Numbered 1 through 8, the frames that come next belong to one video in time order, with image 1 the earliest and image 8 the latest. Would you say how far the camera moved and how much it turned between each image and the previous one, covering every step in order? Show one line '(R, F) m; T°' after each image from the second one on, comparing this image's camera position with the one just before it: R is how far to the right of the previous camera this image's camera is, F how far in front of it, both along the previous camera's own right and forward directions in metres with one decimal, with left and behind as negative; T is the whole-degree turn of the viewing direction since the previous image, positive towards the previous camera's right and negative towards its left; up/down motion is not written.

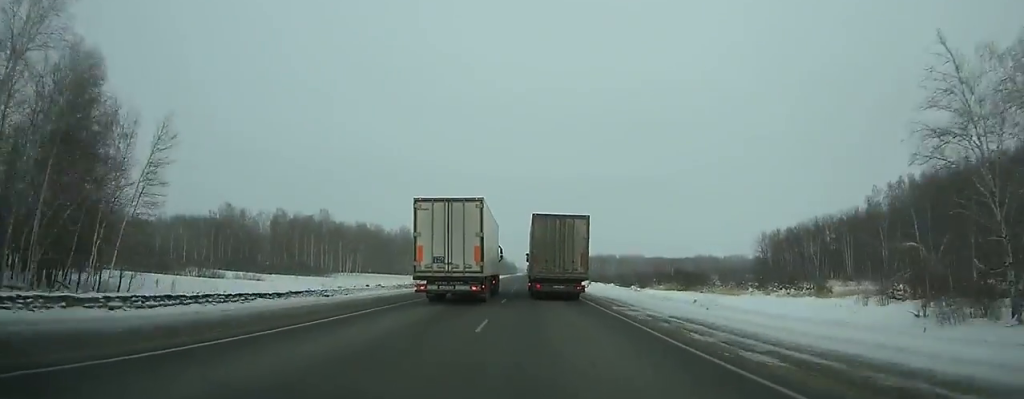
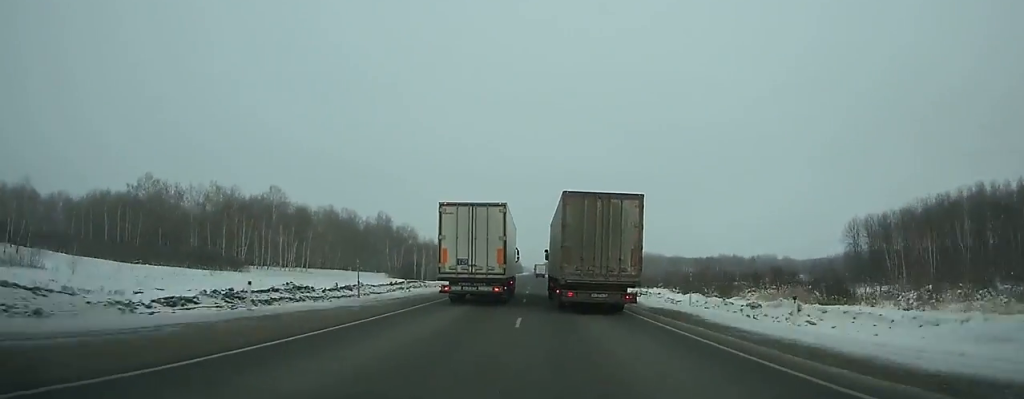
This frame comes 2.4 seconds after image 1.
(-0.3, +59.1) m; 0°
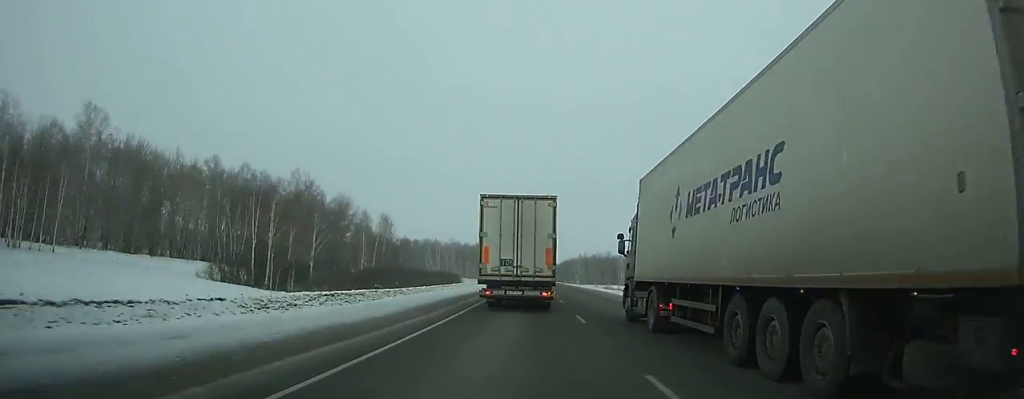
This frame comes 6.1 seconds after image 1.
(+0.2, +92.3) m; 0°
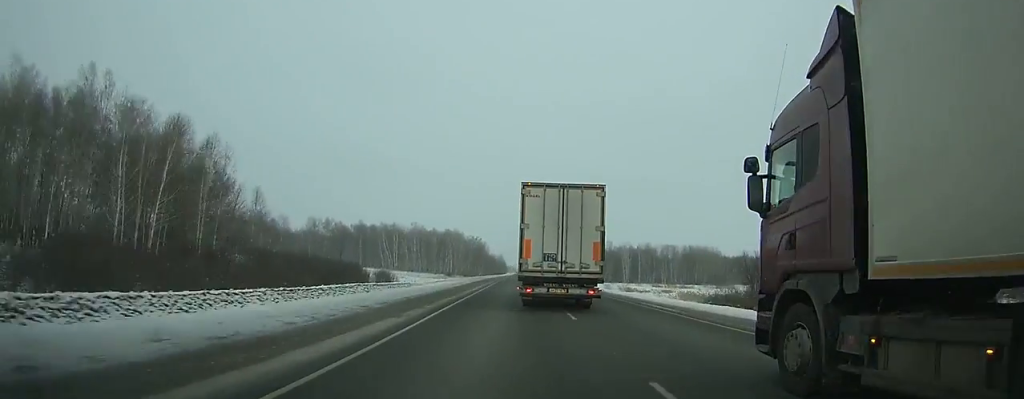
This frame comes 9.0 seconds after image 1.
(+0.4, +72.3) m; +1°
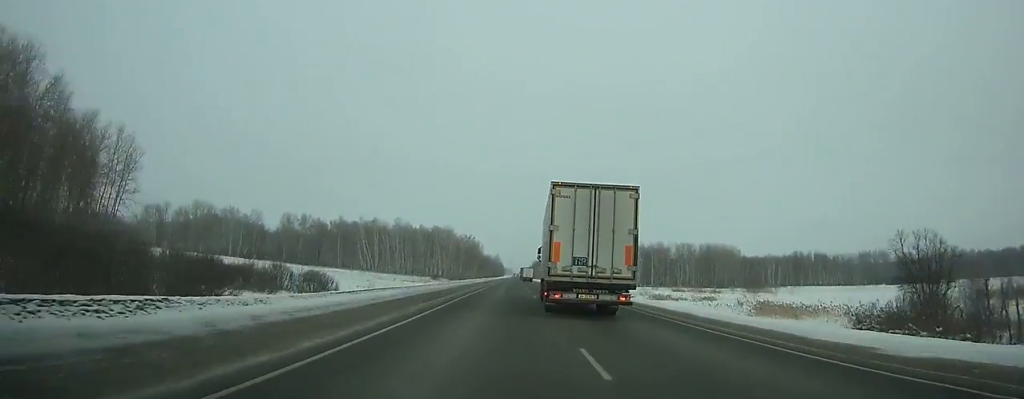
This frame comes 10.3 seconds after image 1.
(-0.1, +32.2) m; 0°
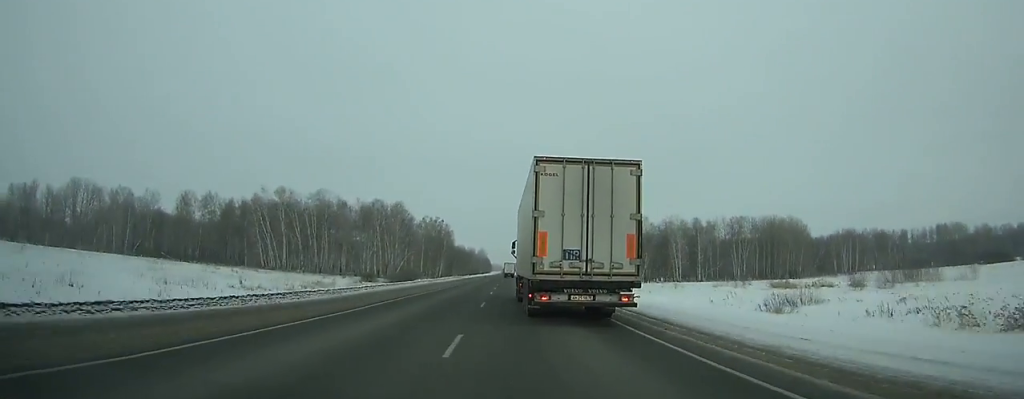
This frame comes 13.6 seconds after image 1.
(+0.6, +80.0) m; 0°
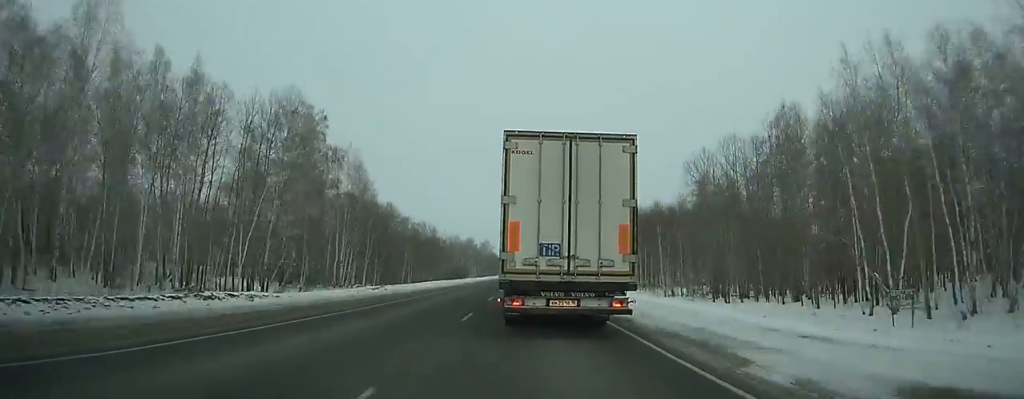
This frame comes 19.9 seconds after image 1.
(-1.6, +147.0) m; -1°
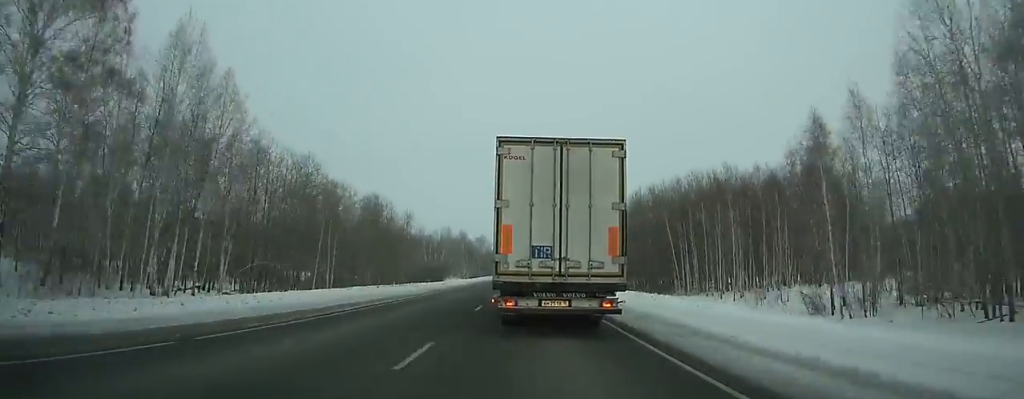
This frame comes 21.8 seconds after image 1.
(0.0, +43.7) m; 0°
